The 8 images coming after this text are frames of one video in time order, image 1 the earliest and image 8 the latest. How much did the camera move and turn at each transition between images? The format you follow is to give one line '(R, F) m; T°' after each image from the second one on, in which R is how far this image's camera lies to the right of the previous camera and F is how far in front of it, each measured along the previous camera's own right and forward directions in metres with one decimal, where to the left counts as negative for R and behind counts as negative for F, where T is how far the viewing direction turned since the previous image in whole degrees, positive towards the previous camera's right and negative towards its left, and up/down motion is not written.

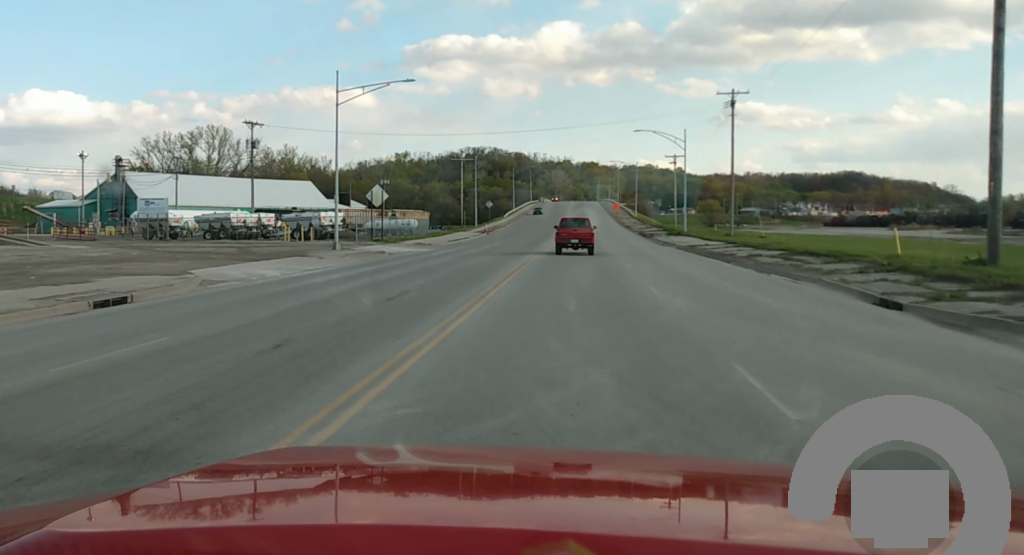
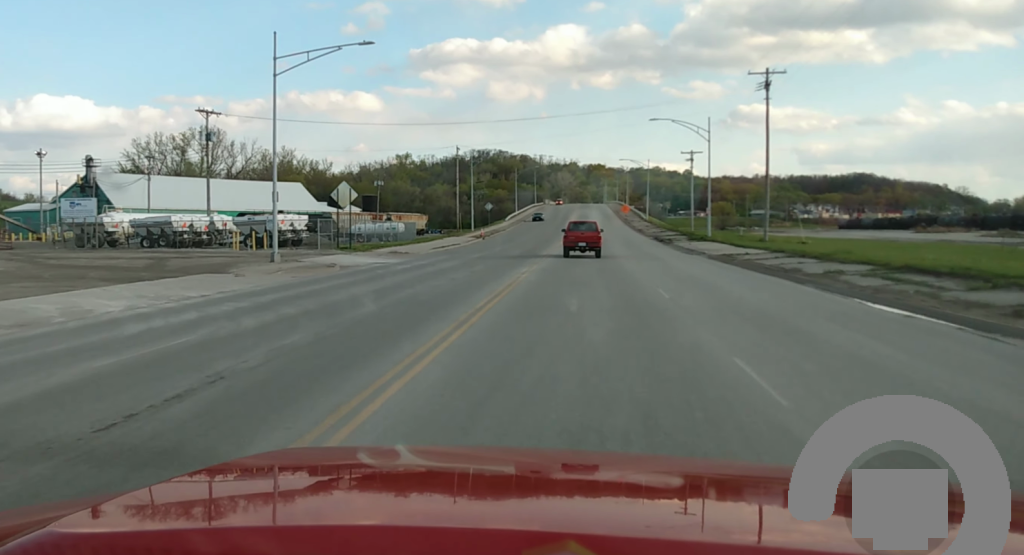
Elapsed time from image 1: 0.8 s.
(0.0, +11.3) m; +1°
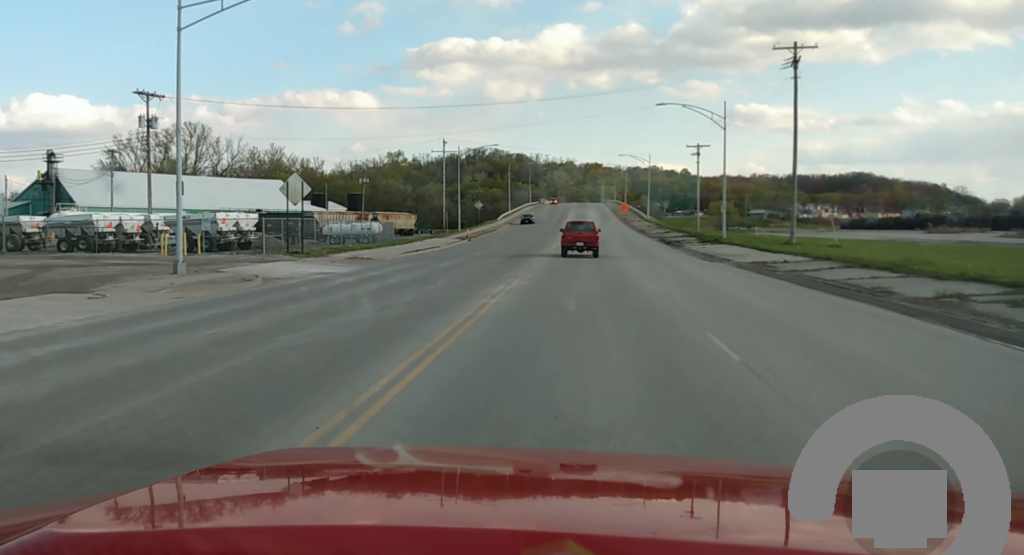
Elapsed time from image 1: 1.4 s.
(+0.1, +8.9) m; 0°
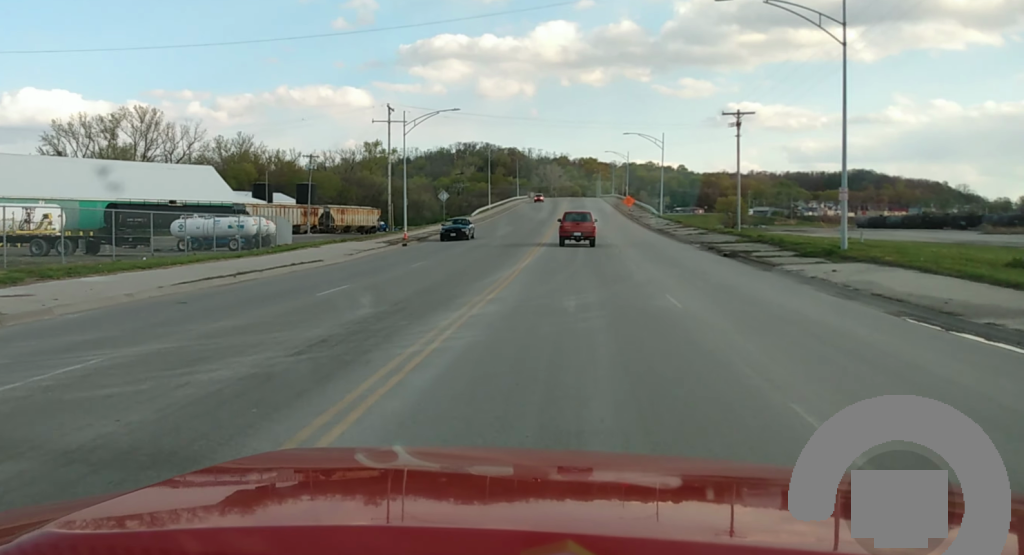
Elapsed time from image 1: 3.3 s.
(-0.3, +29.2) m; -1°
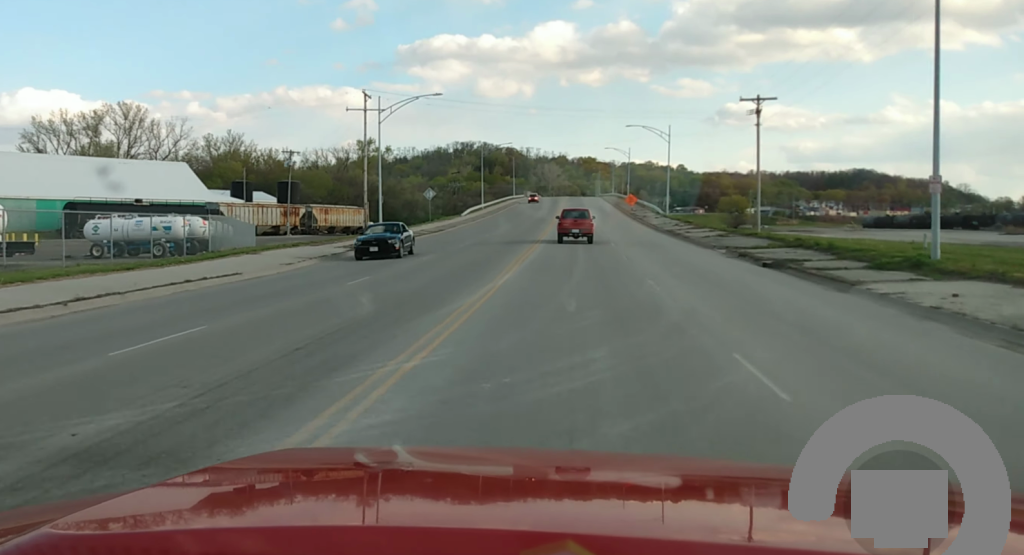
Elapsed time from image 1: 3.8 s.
(-0.1, +8.9) m; 0°
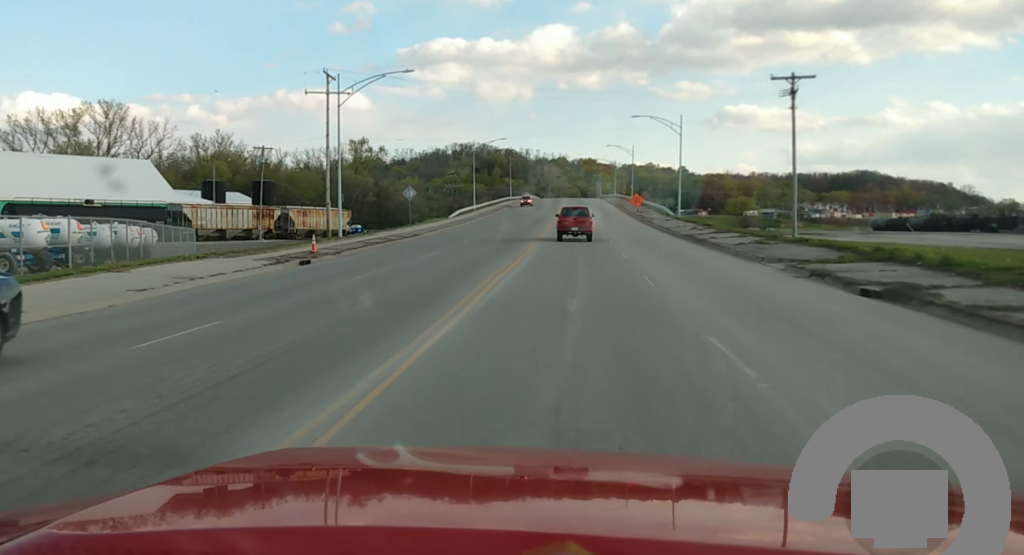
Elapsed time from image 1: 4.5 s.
(+0.3, +11.4) m; +1°
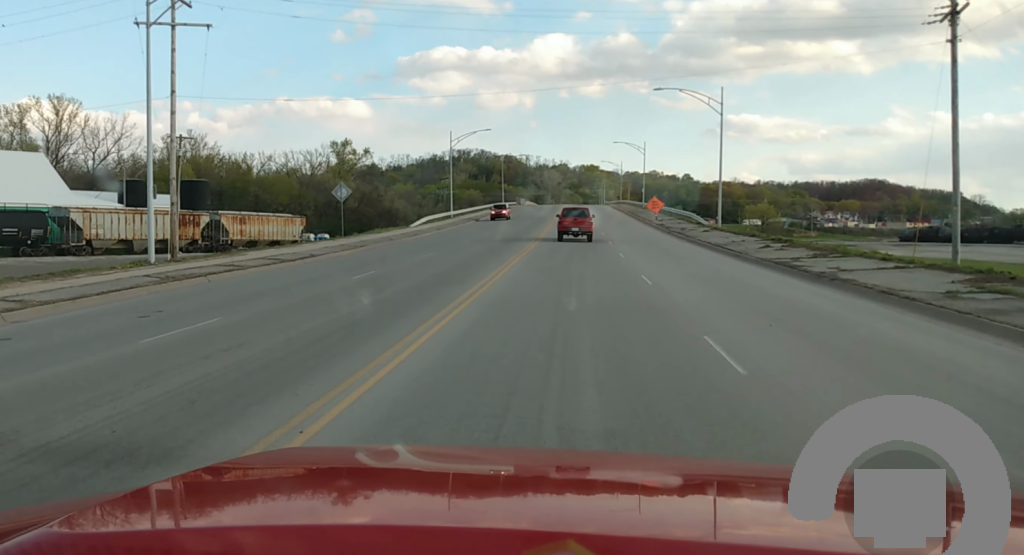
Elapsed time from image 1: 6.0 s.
(0.0, +24.4) m; -1°
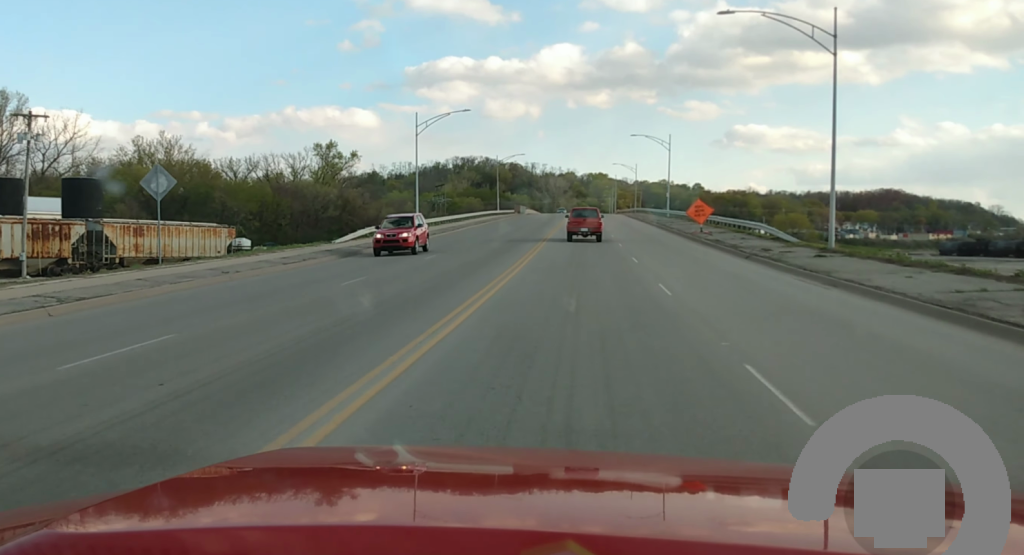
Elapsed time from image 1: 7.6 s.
(-0.5, +26.9) m; -2°
